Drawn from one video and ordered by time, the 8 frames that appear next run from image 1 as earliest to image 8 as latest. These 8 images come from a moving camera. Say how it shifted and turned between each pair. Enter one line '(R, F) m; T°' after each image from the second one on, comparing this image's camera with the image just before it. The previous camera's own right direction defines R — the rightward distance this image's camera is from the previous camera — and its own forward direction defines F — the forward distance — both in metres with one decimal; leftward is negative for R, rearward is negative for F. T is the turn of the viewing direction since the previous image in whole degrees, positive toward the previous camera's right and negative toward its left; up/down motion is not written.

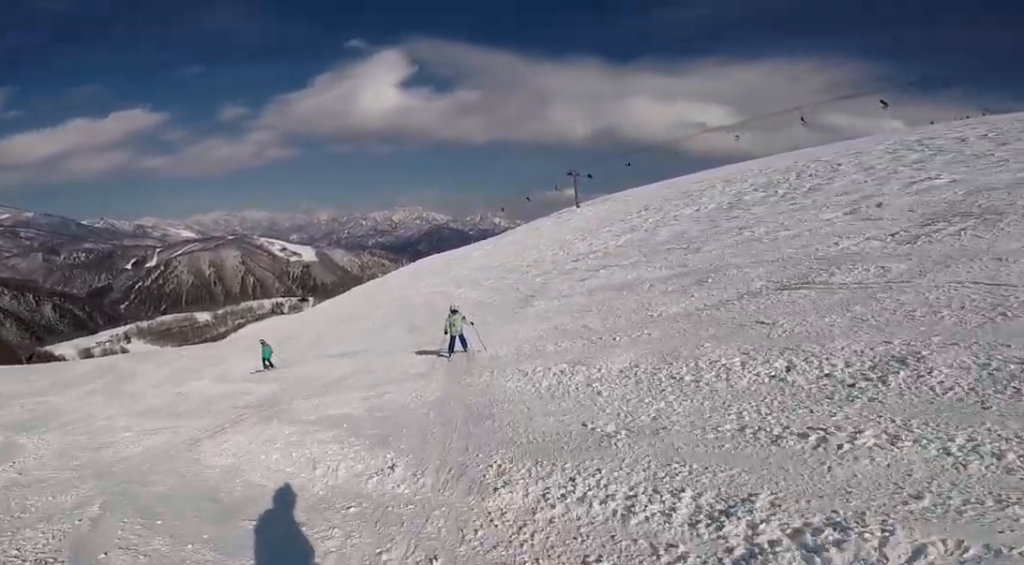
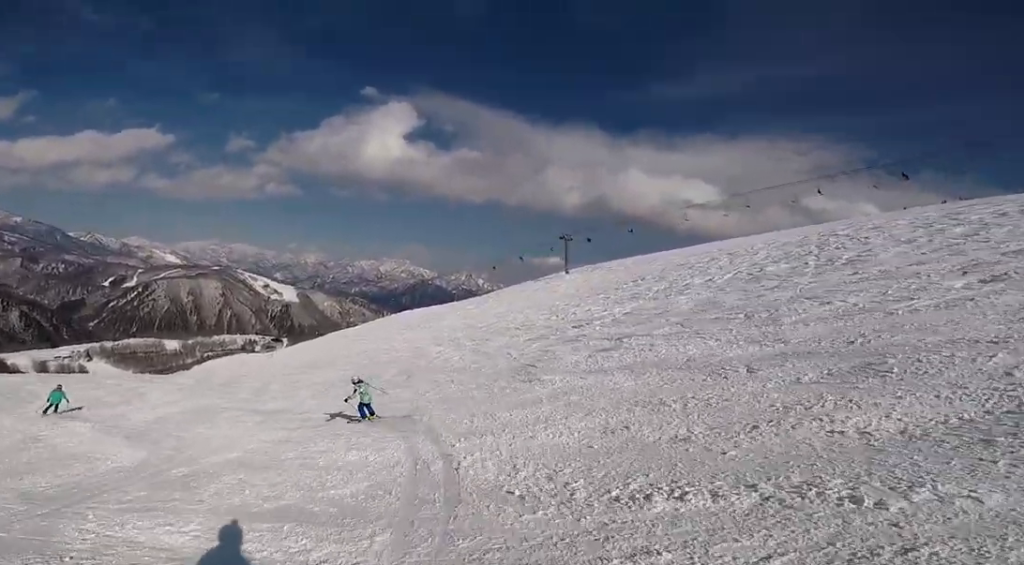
(0.0, +5.3) m; -8°
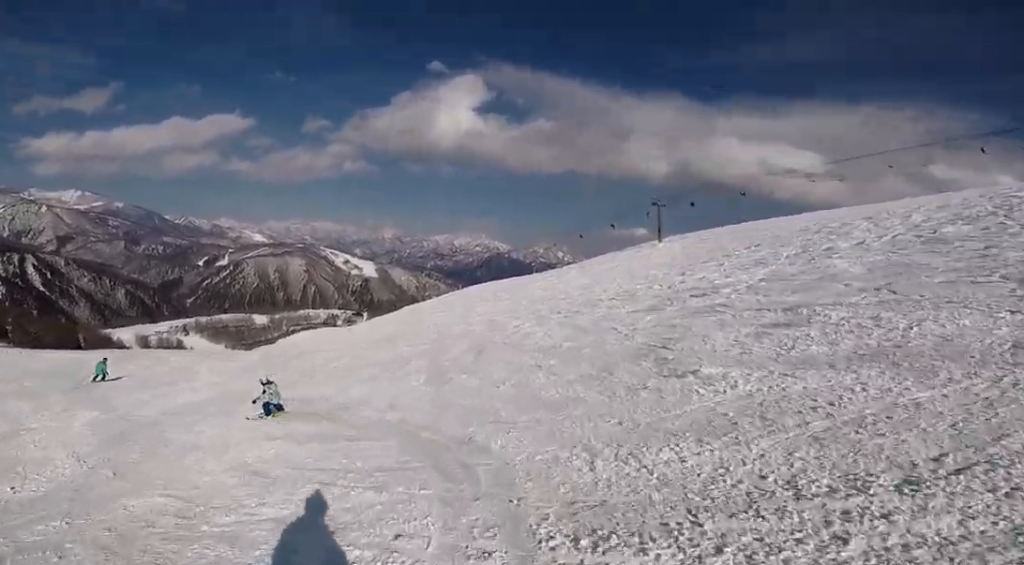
(-0.6, +4.6) m; -19°
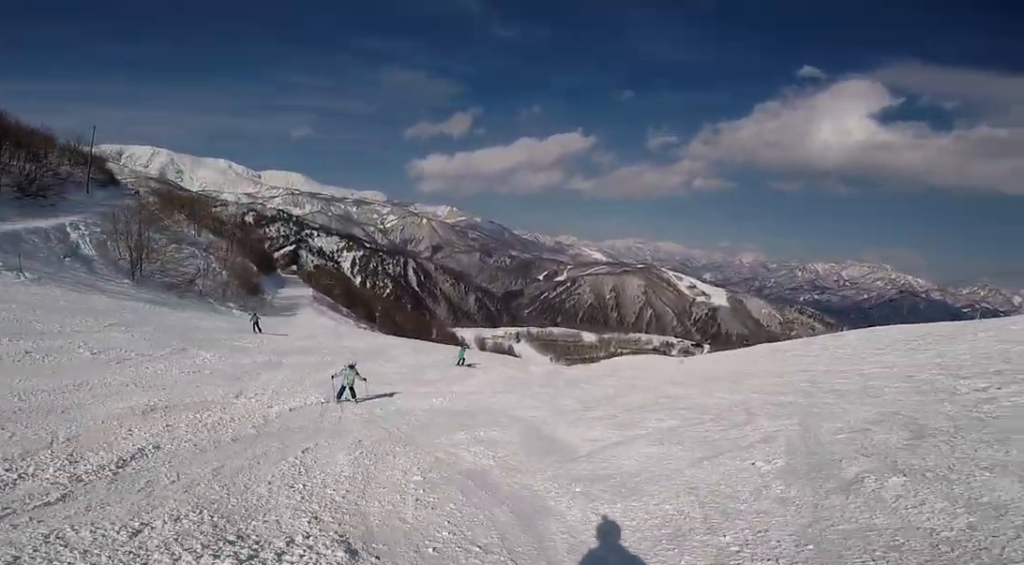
(-1.3, +5.5) m; -28°
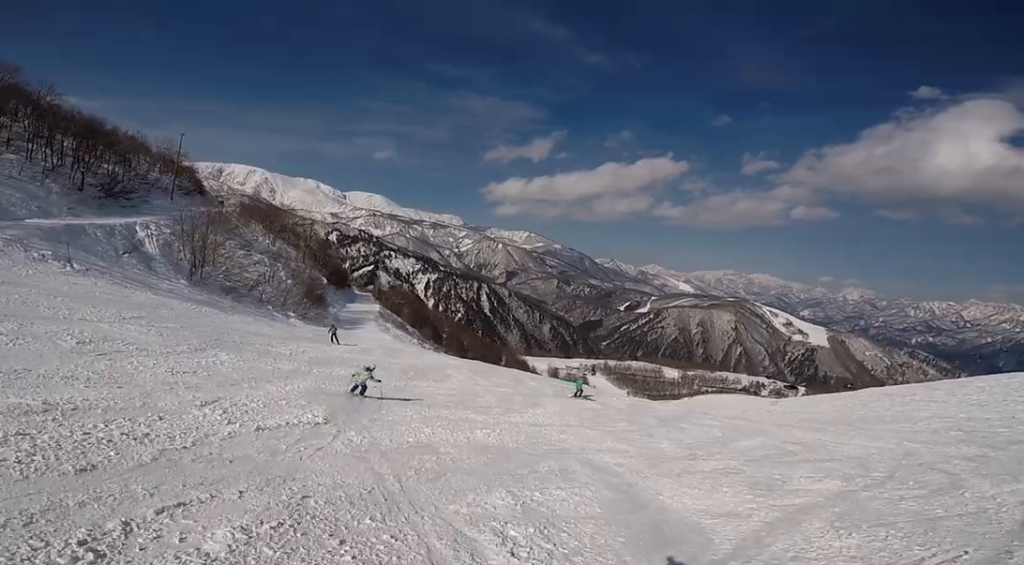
(-0.9, +3.8) m; -13°
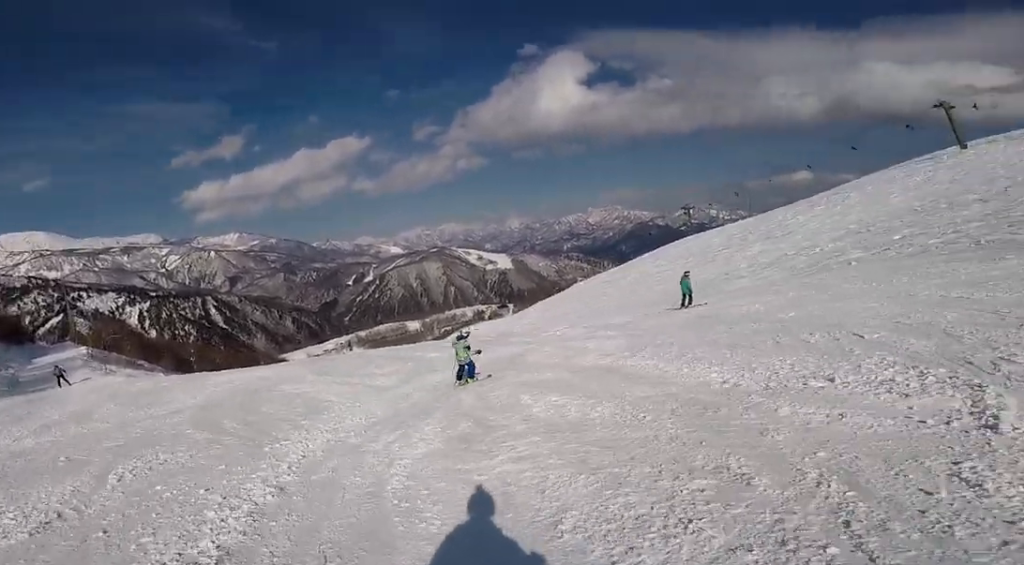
(+1.8, +12.5) m; +25°
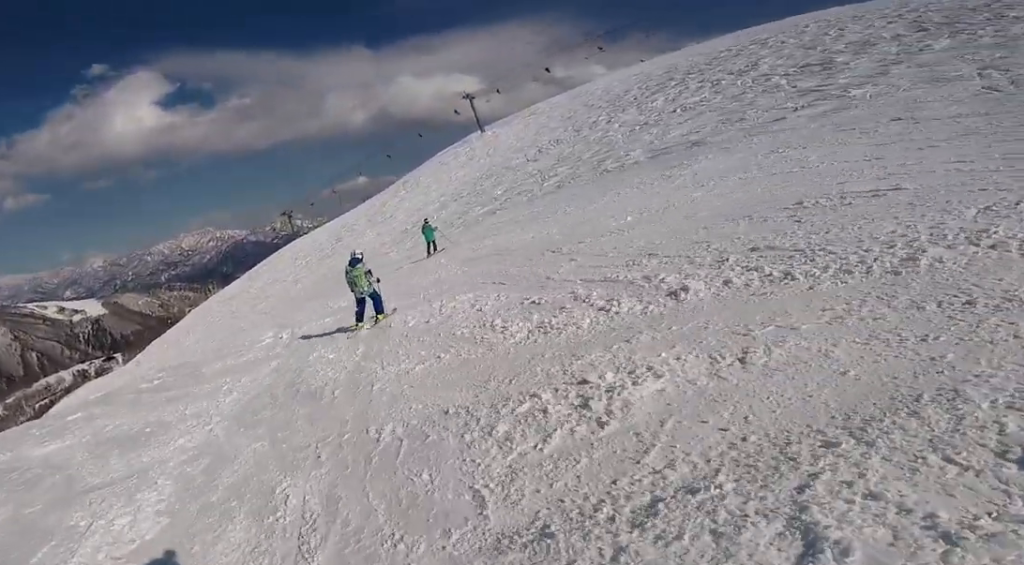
(+2.0, +5.8) m; +42°
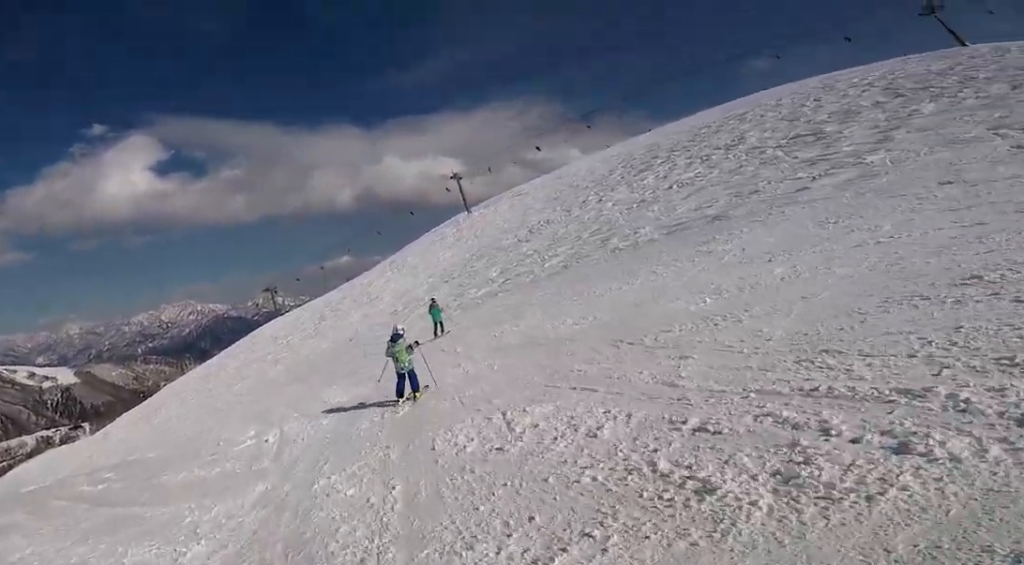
(+0.9, +2.6) m; +19°
